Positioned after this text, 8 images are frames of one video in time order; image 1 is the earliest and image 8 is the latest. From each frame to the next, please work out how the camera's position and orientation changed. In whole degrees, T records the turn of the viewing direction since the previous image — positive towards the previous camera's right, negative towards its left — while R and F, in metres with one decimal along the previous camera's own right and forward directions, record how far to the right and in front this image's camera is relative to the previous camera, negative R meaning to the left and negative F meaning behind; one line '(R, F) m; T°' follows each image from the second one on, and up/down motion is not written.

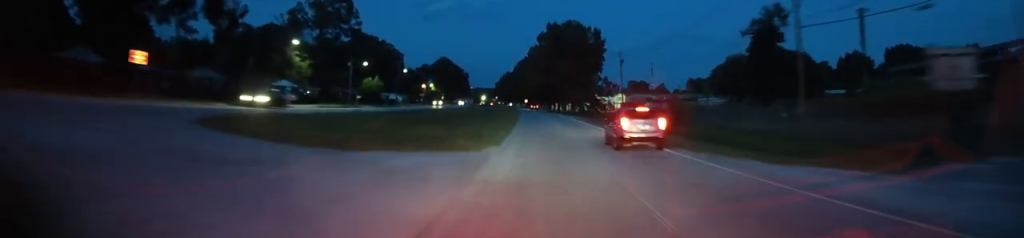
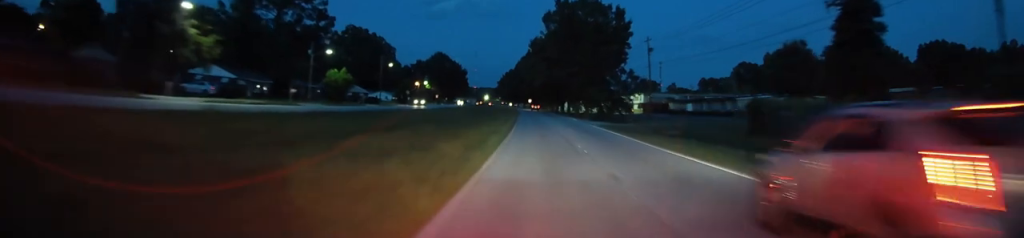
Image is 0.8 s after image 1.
(-0.2, +23.4) m; 0°
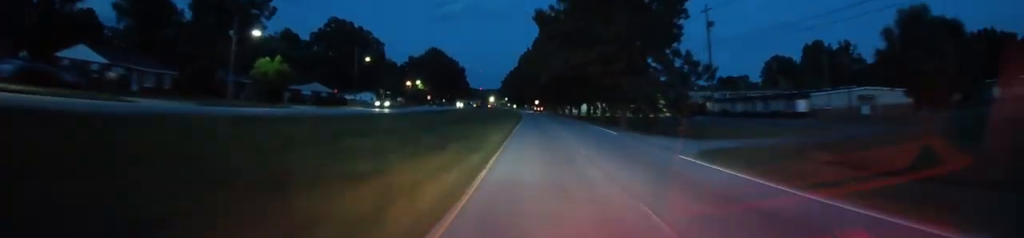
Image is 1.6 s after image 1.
(-0.1, +26.5) m; 0°
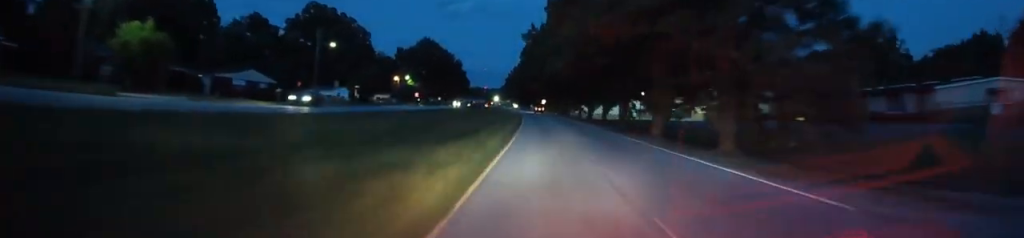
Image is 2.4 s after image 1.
(-0.1, +25.3) m; -1°
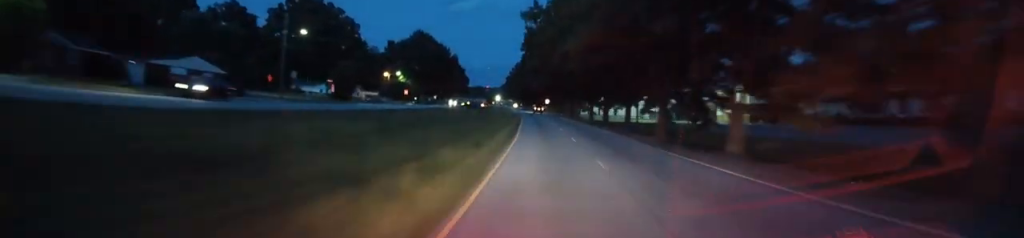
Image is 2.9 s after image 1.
(0.0, +14.8) m; 0°
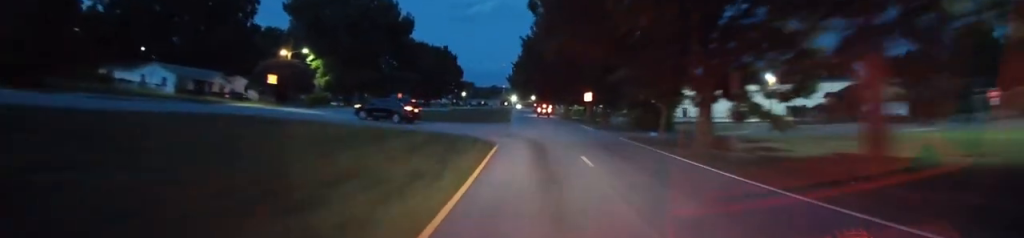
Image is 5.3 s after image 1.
(-1.3, +72.7) m; -2°
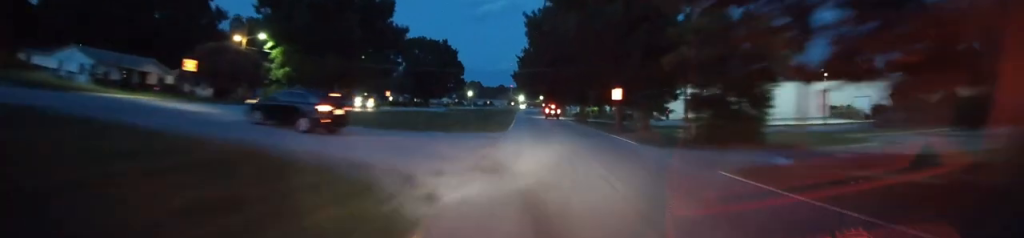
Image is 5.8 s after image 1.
(0.0, +16.0) m; -1°
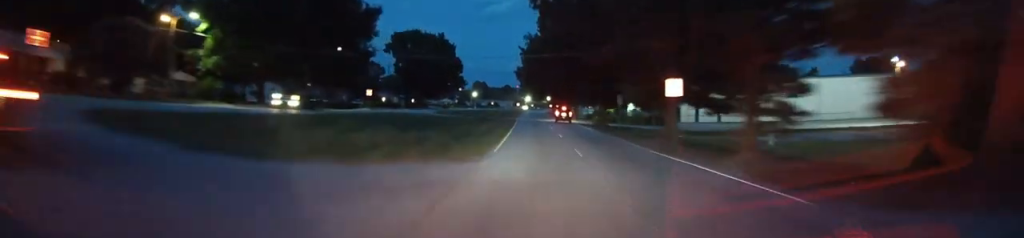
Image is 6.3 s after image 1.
(-0.1, +16.6) m; -1°
